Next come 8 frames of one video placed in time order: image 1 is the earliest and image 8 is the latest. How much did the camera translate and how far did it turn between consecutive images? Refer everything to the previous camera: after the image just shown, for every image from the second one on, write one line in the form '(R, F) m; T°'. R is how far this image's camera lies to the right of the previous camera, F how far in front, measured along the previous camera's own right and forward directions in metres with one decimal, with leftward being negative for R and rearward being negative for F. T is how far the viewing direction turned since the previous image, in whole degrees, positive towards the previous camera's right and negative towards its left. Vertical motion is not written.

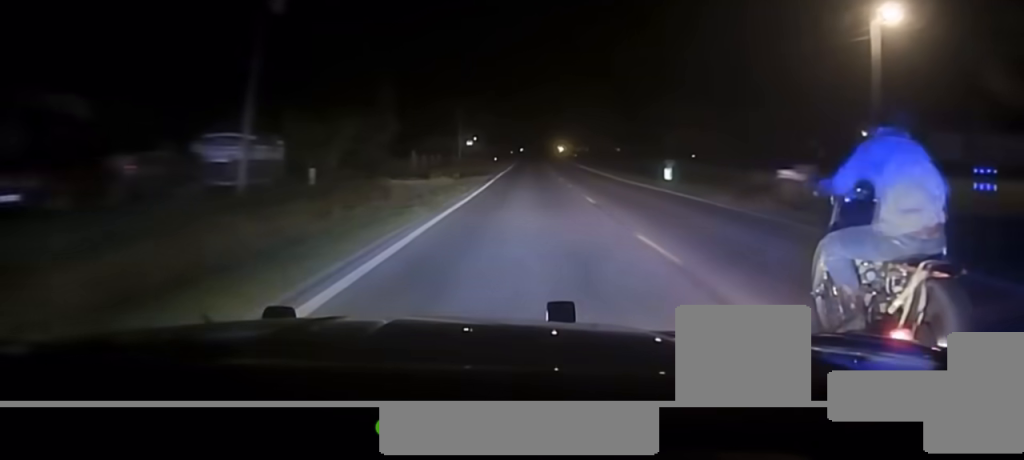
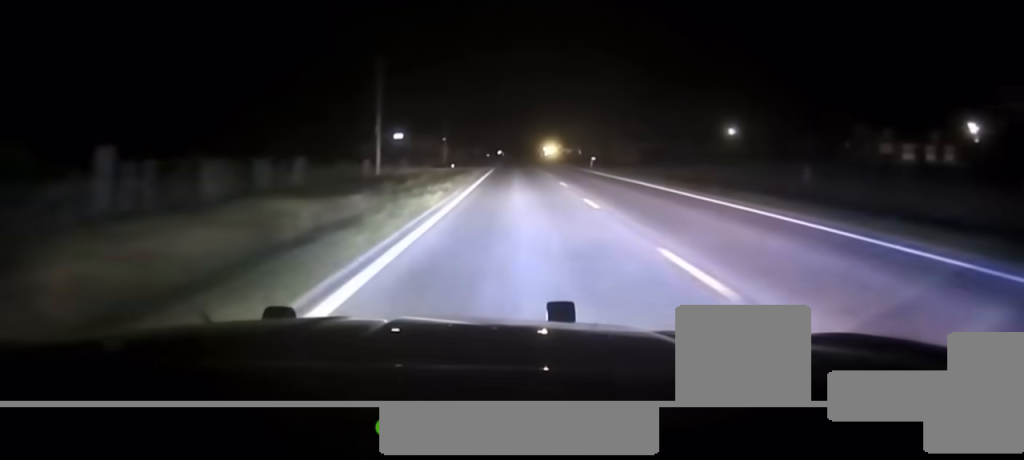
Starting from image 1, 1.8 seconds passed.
(+0.2, +59.0) m; +1°
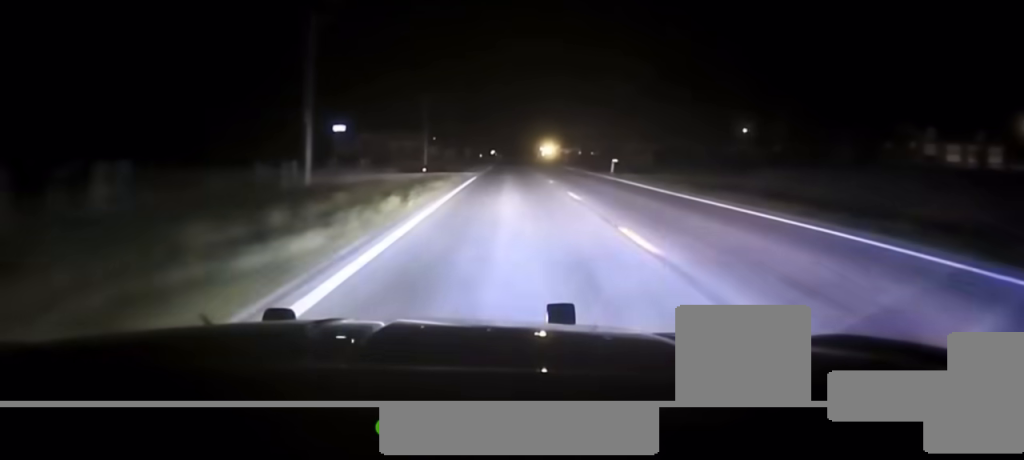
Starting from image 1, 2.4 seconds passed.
(+0.2, +24.1) m; +1°
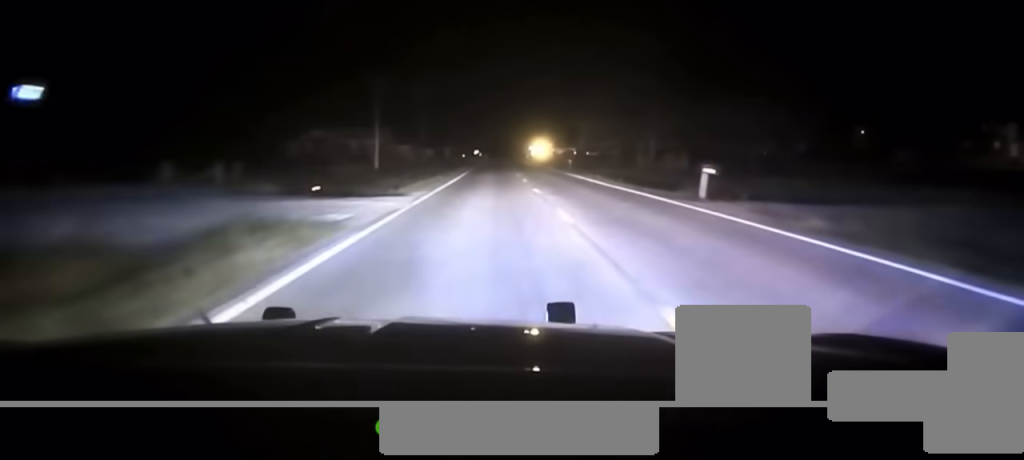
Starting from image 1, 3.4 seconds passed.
(+0.2, +37.3) m; 0°
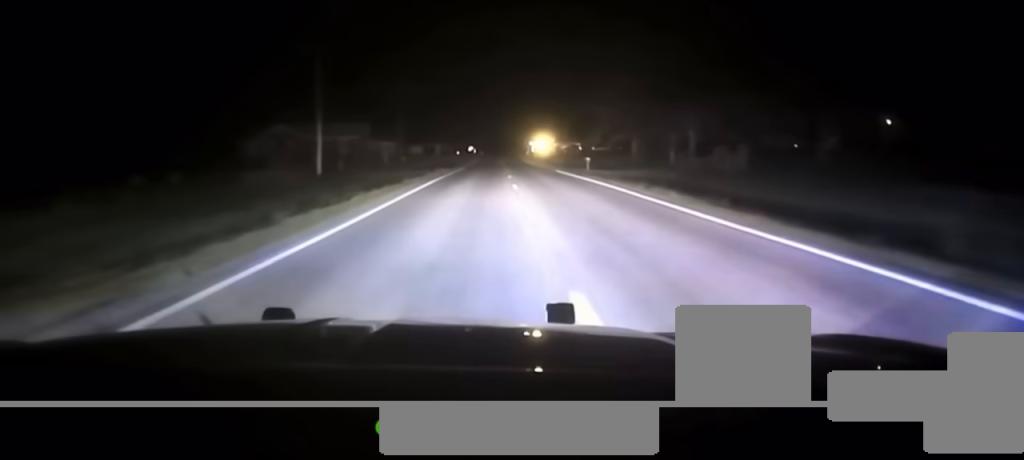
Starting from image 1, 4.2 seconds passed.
(0.0, +25.2) m; 0°
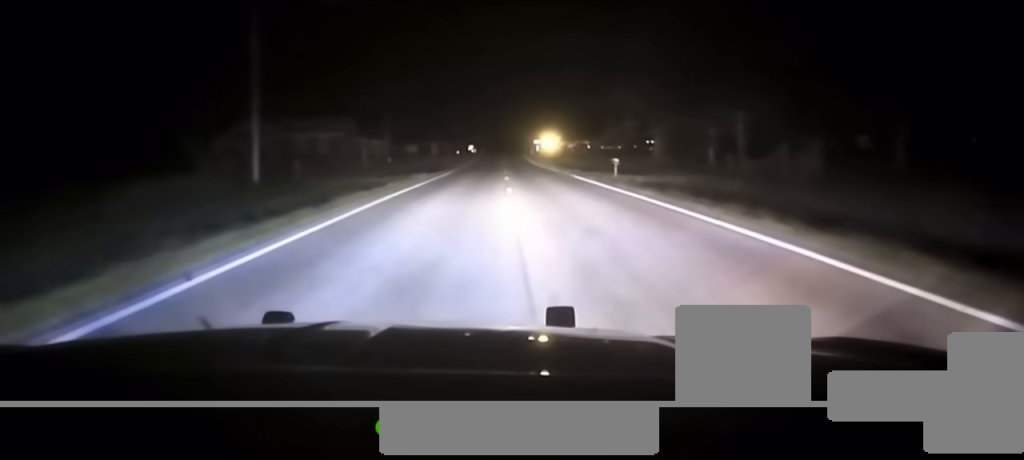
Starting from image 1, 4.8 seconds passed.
(0.0, +16.3) m; 0°
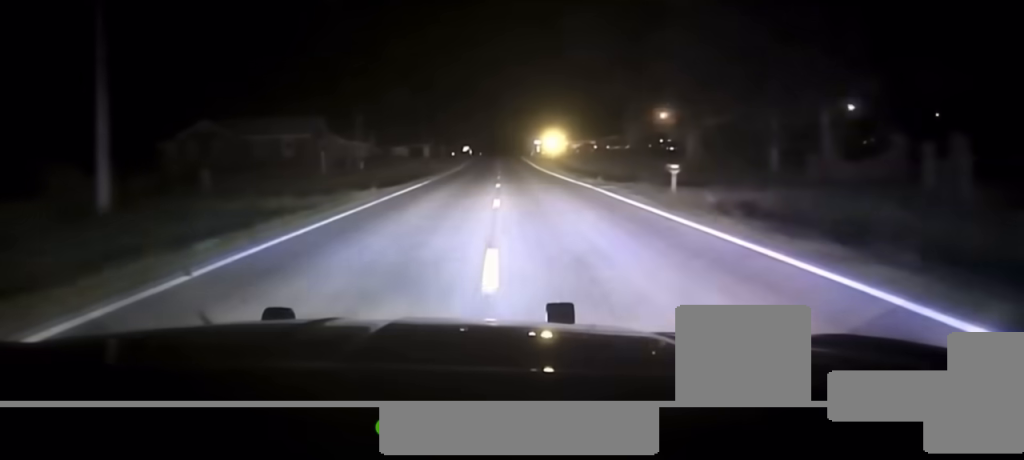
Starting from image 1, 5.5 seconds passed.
(0.0, +18.2) m; 0°
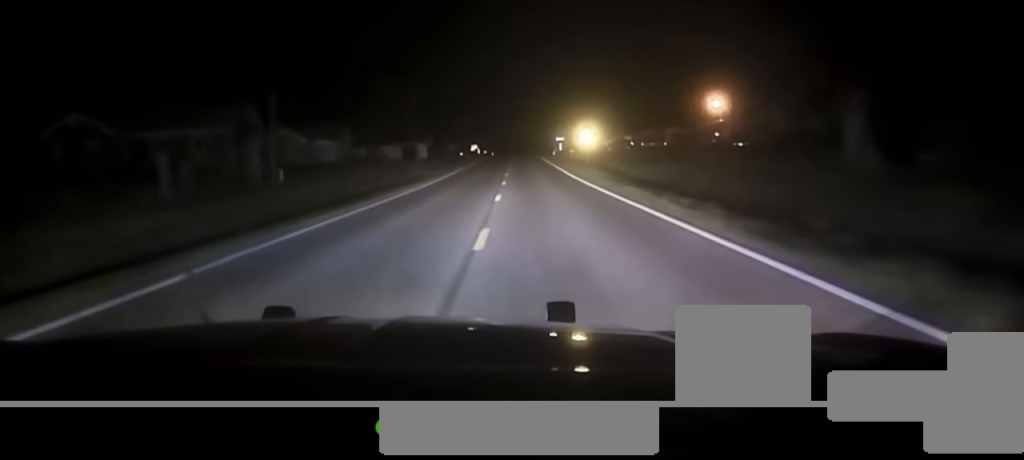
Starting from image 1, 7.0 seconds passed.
(-0.2, +31.3) m; -1°
